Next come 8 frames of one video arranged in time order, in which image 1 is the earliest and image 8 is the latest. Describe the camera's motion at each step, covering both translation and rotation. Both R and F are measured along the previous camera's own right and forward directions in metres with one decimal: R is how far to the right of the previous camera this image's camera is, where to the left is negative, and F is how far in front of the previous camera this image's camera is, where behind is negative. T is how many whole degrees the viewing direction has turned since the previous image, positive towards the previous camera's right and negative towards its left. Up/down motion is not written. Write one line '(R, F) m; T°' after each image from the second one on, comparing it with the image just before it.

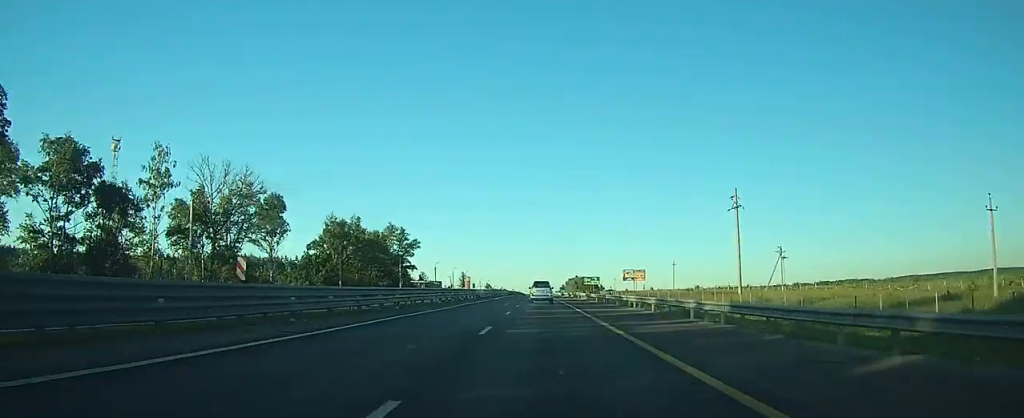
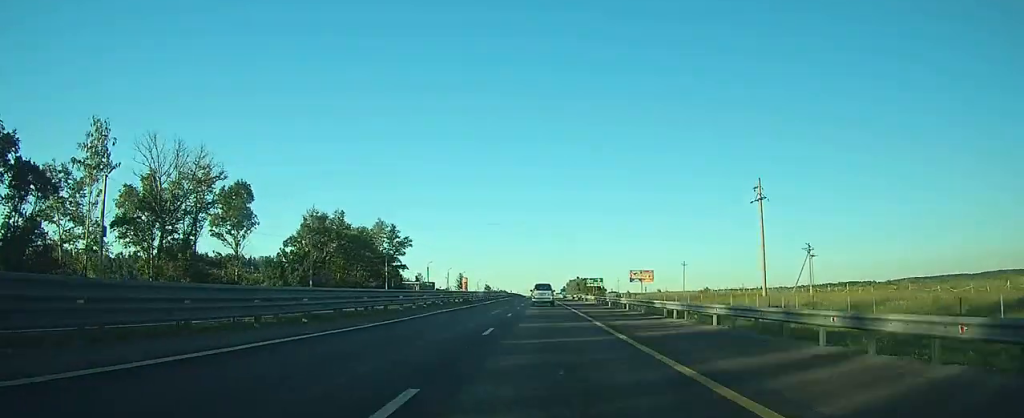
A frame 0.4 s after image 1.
(0.0, +11.1) m; 0°
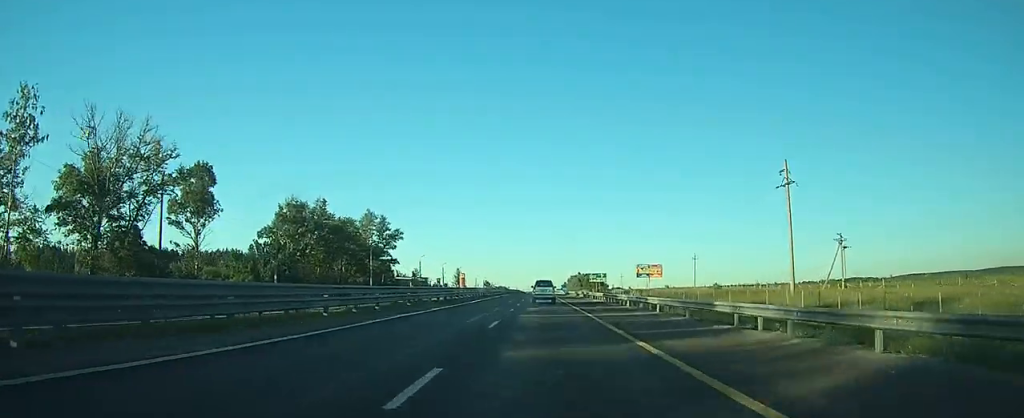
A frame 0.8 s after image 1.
(0.0, +10.2) m; 0°
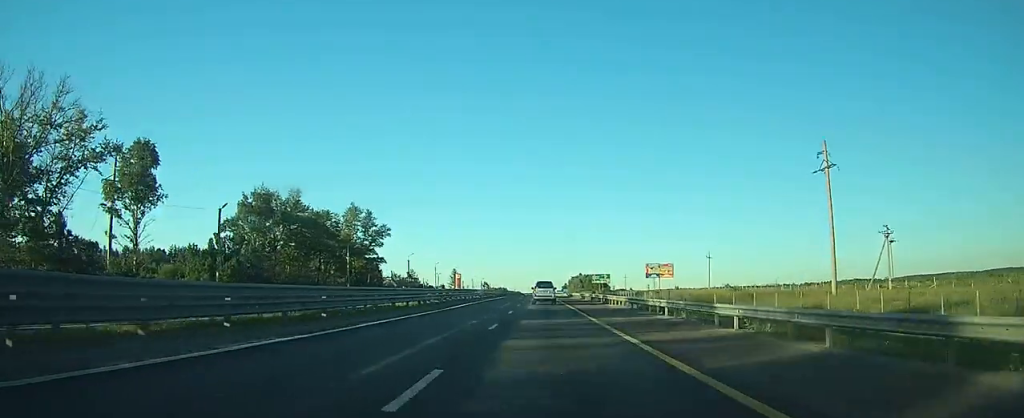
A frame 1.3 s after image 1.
(0.0, +11.9) m; 0°
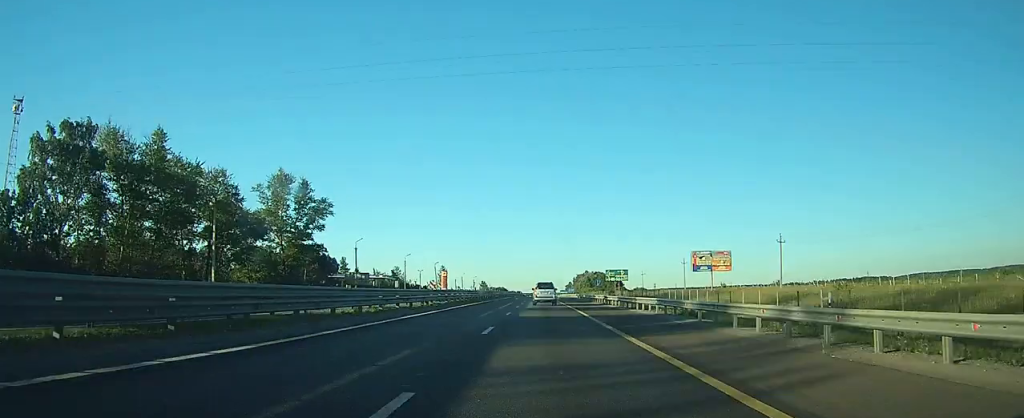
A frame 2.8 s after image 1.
(-0.1, +37.6) m; 0°
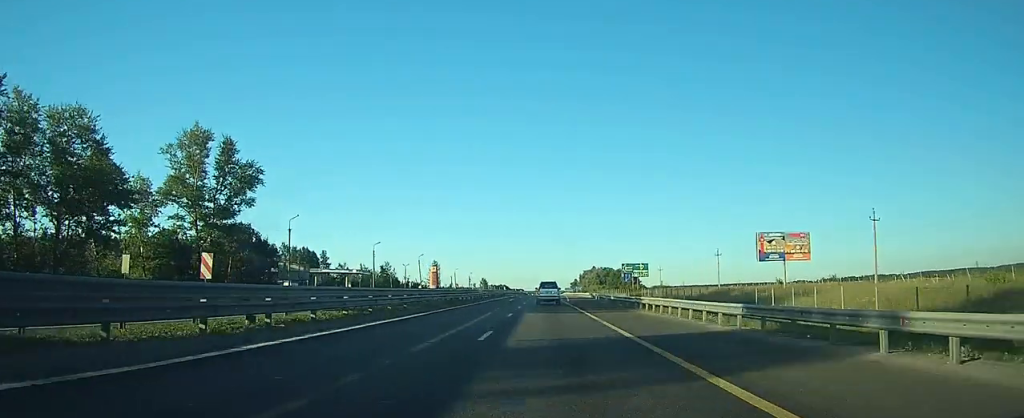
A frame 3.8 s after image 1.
(0.0, +25.8) m; 0°
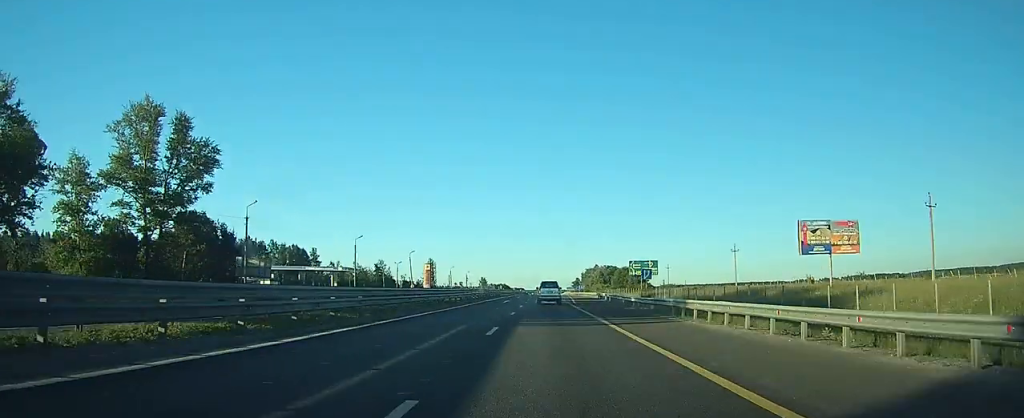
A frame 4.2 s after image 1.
(0.0, +10.4) m; 0°
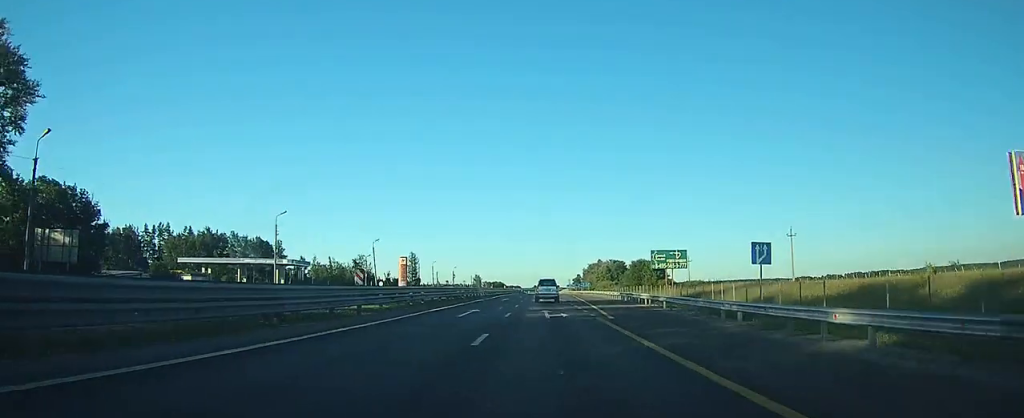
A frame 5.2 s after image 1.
(0.0, +27.0) m; 0°
